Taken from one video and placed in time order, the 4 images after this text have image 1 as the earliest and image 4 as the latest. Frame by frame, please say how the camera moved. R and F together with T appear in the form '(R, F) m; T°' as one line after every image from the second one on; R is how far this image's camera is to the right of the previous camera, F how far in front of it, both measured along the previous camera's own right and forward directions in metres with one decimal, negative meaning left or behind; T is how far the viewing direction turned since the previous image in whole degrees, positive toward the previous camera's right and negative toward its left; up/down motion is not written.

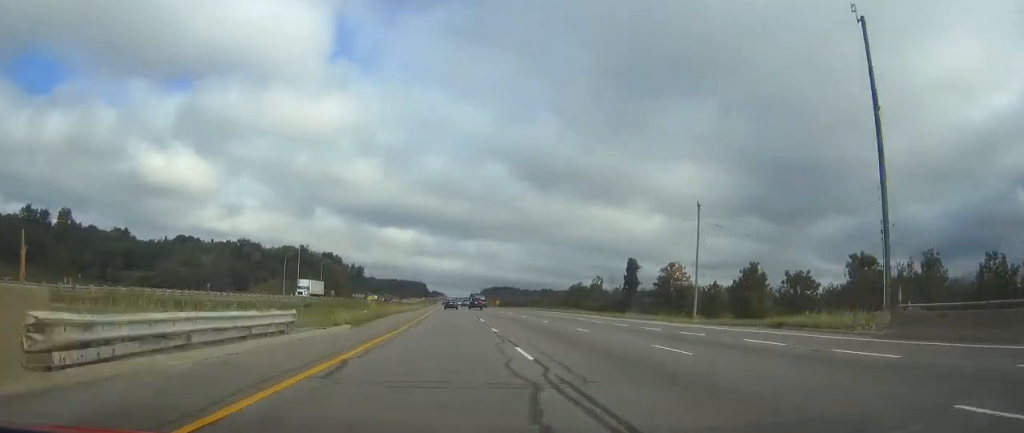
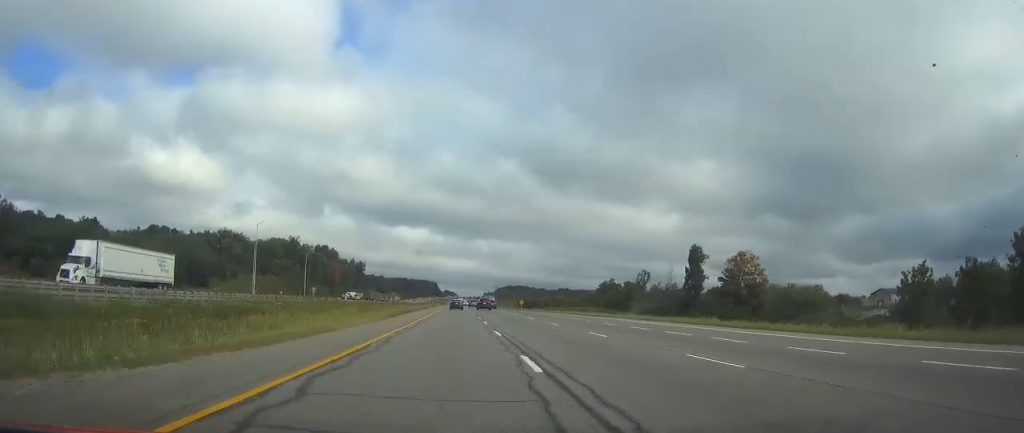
(-0.4, +50.7) m; -1°
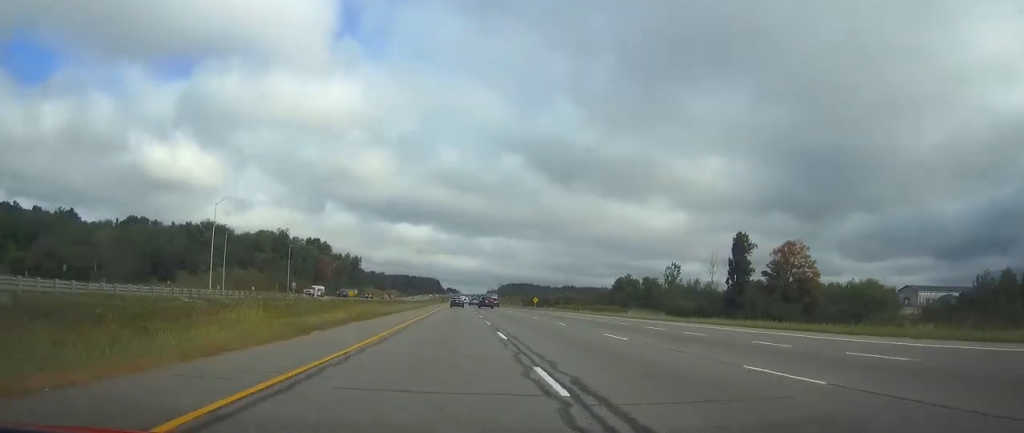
(-0.2, +27.2) m; 0°
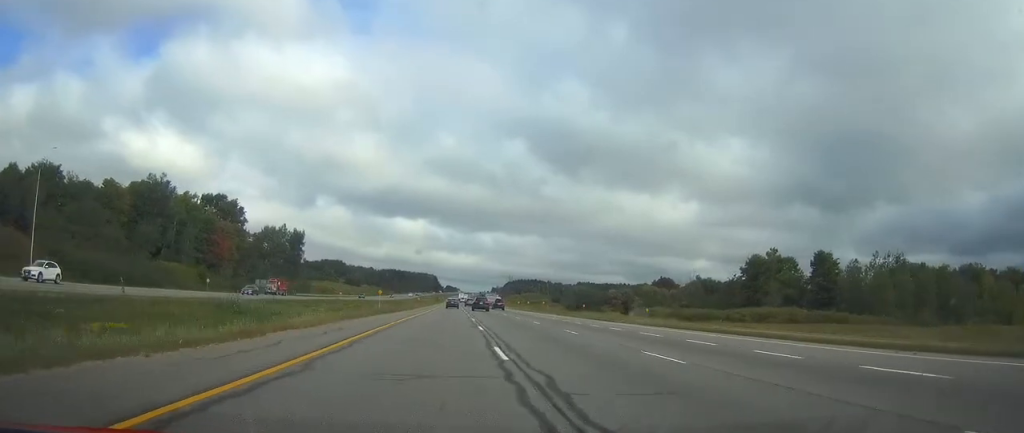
(-0.6, +140.6) m; 0°
